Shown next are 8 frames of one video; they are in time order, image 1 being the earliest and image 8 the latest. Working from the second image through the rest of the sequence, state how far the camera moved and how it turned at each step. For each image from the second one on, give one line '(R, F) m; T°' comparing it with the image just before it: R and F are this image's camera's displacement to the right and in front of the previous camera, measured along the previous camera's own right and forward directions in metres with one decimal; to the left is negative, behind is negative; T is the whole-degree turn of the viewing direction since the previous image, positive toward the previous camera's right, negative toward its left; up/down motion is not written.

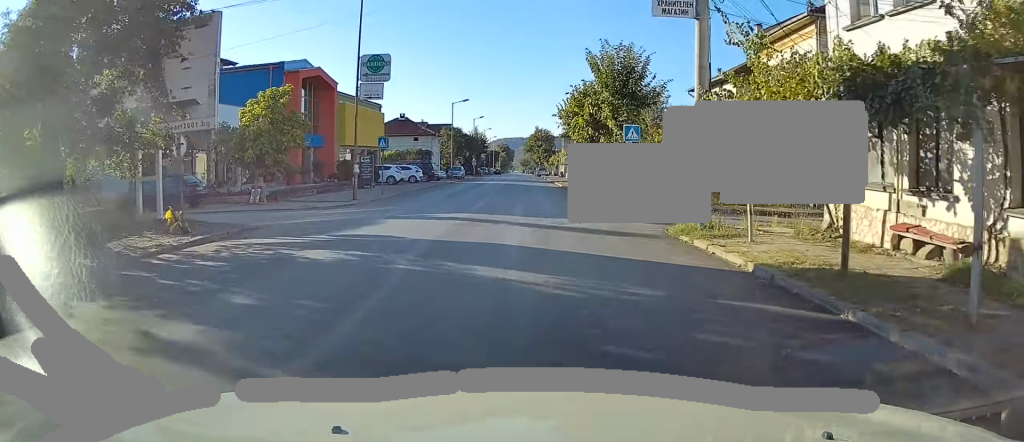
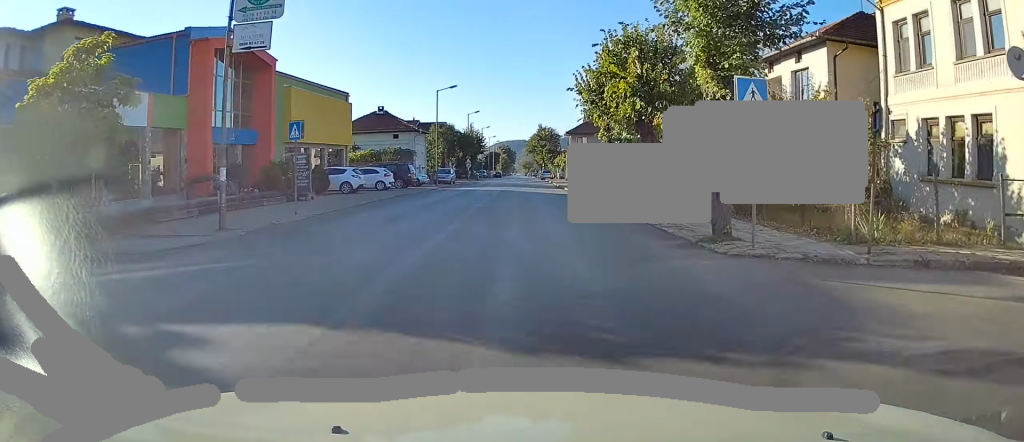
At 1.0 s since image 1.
(0.0, +12.2) m; -1°
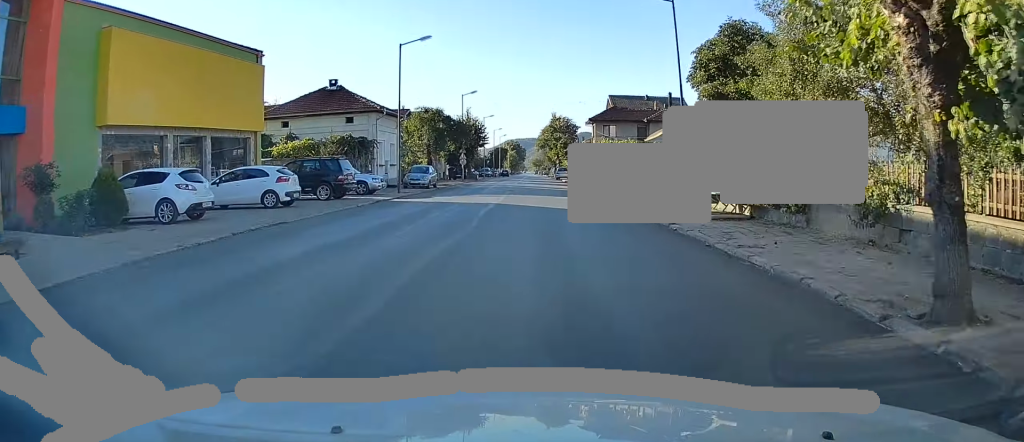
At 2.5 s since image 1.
(-0.2, +18.7) m; -1°
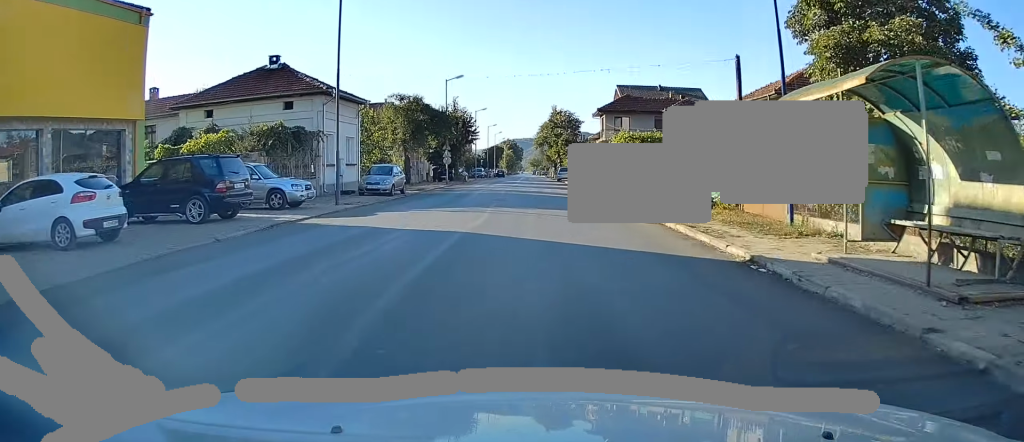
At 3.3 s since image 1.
(-0.1, +10.6) m; +1°
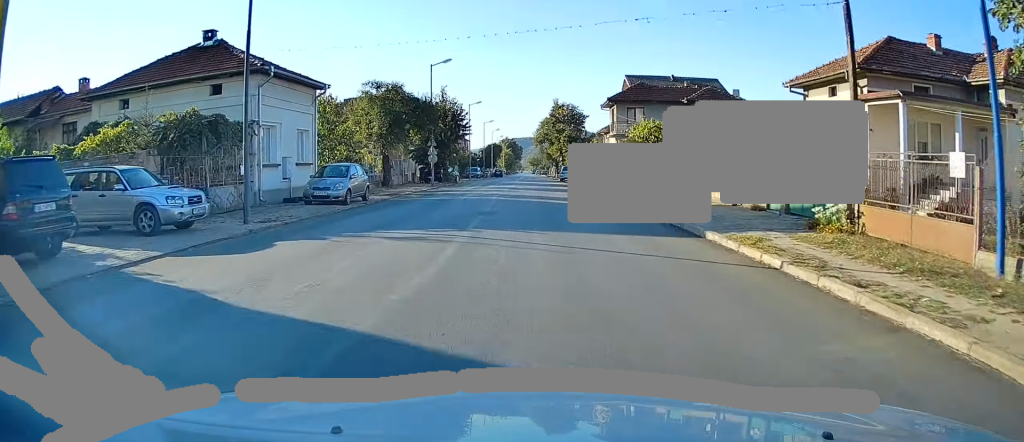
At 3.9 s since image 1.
(+0.1, +7.8) m; 0°
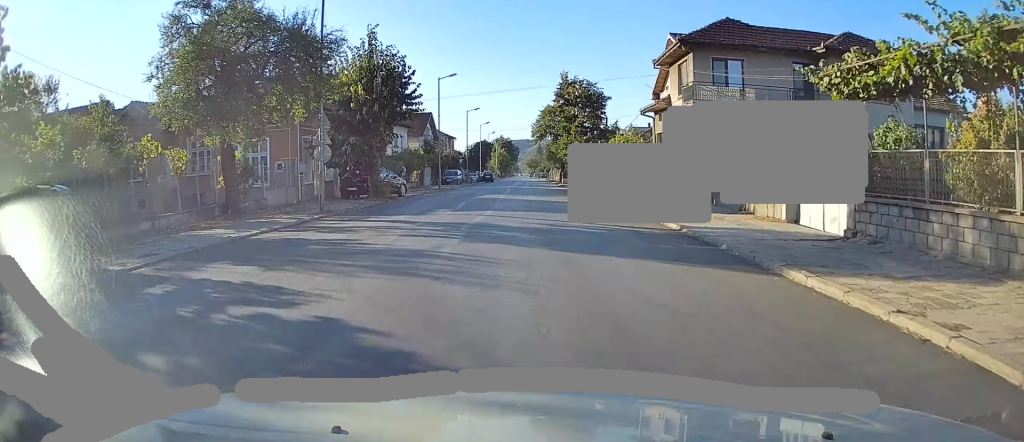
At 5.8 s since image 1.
(-0.2, +24.1) m; -1°
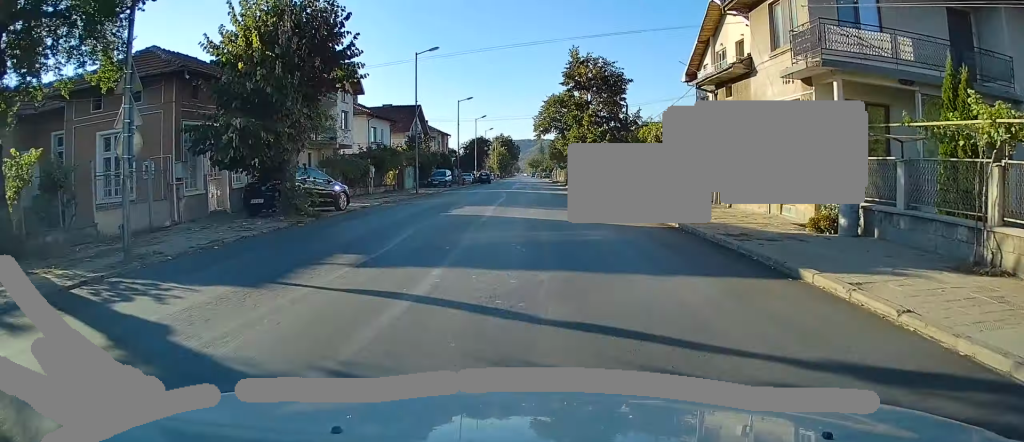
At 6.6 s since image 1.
(0.0, +11.1) m; 0°
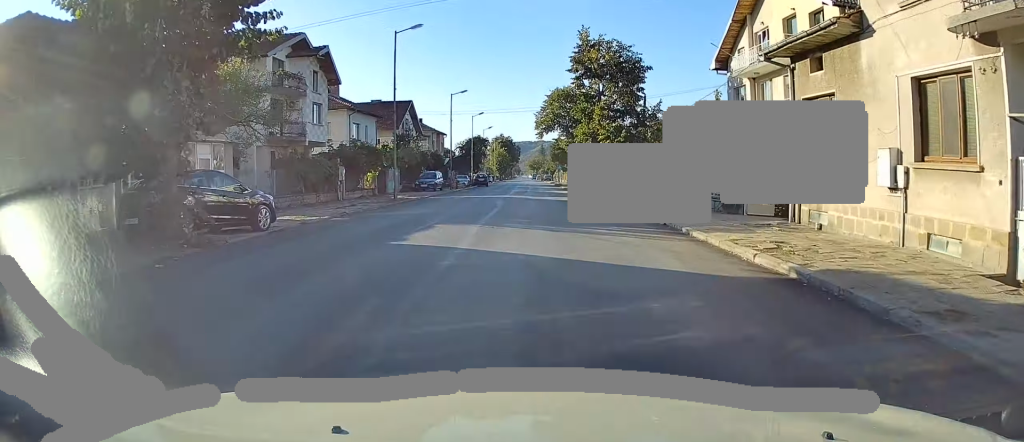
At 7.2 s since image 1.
(0.0, +6.9) m; 0°
